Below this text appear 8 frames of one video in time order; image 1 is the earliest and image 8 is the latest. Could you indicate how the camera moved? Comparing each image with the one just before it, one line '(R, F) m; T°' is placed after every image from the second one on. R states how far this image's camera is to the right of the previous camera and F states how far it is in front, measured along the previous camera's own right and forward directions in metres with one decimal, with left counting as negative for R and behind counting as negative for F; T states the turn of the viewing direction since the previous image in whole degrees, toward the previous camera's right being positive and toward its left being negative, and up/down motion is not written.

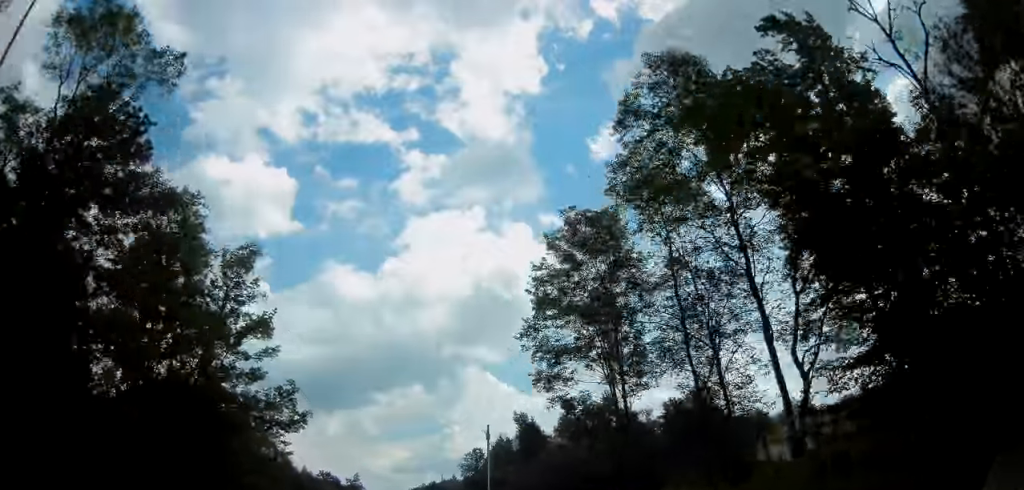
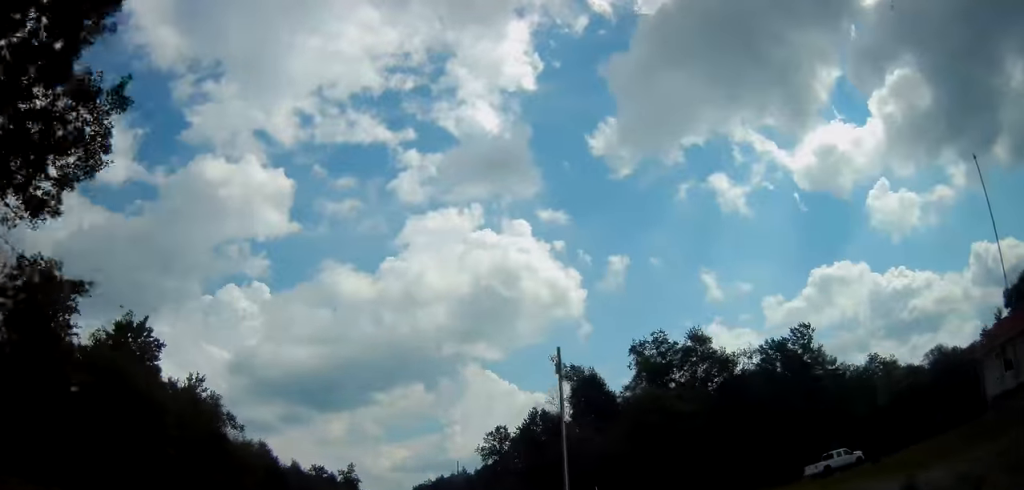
(0.0, +27.7) m; 0°
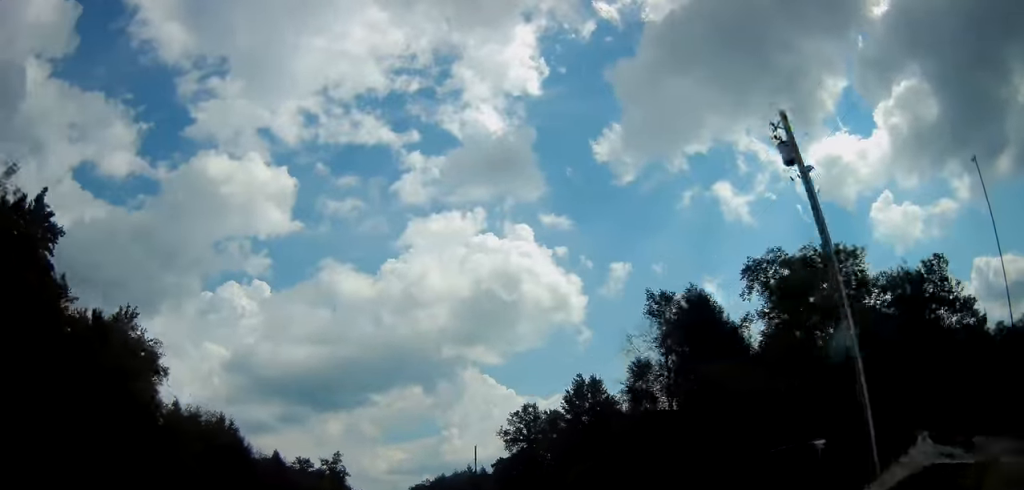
(0.0, +24.4) m; 0°
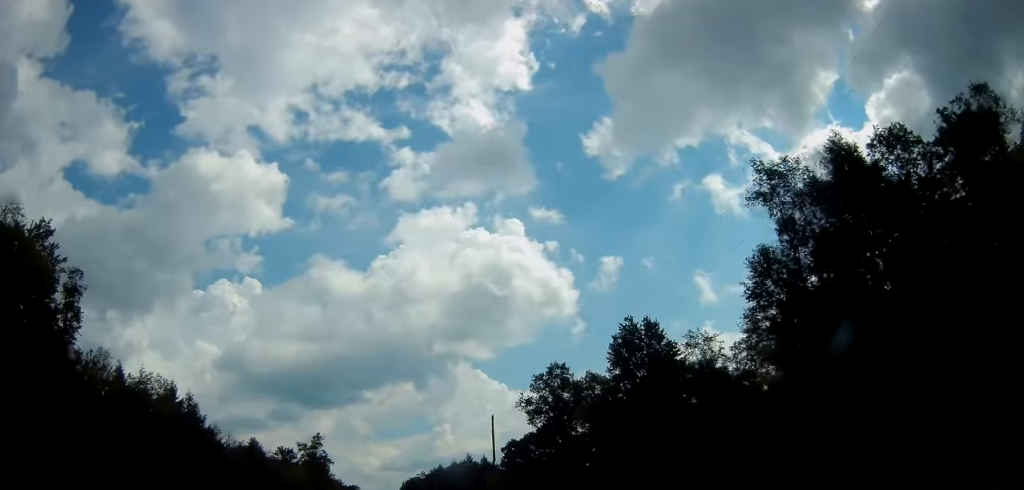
(0.0, +17.9) m; 0°
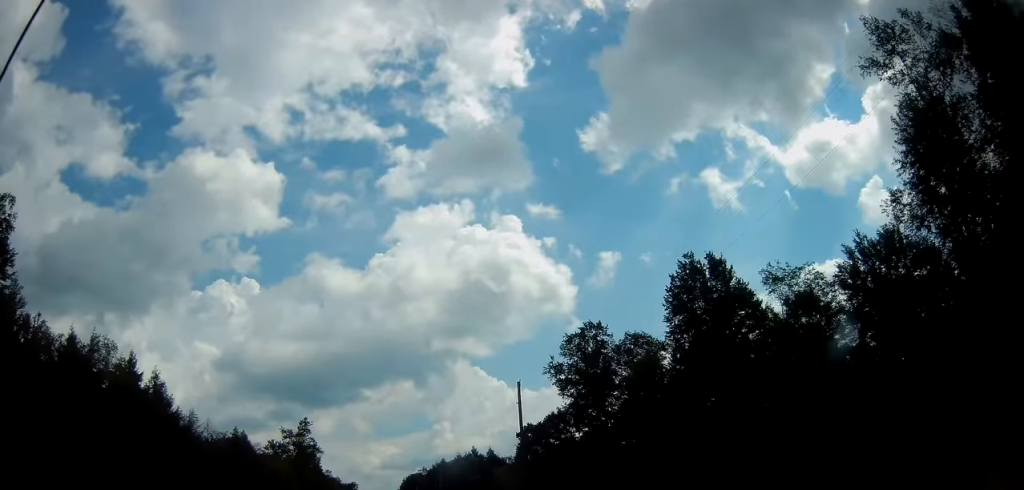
(0.0, +12.2) m; 0°
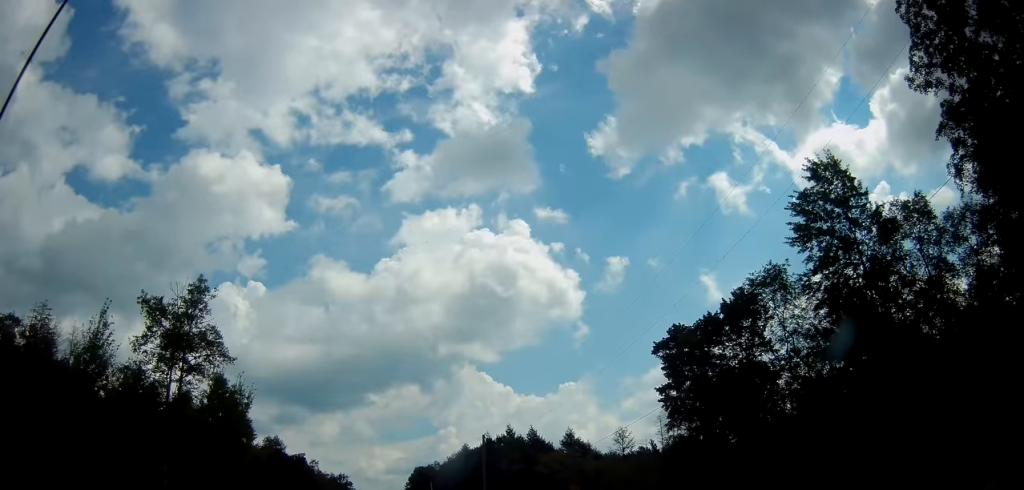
(+0.1, +45.2) m; +1°
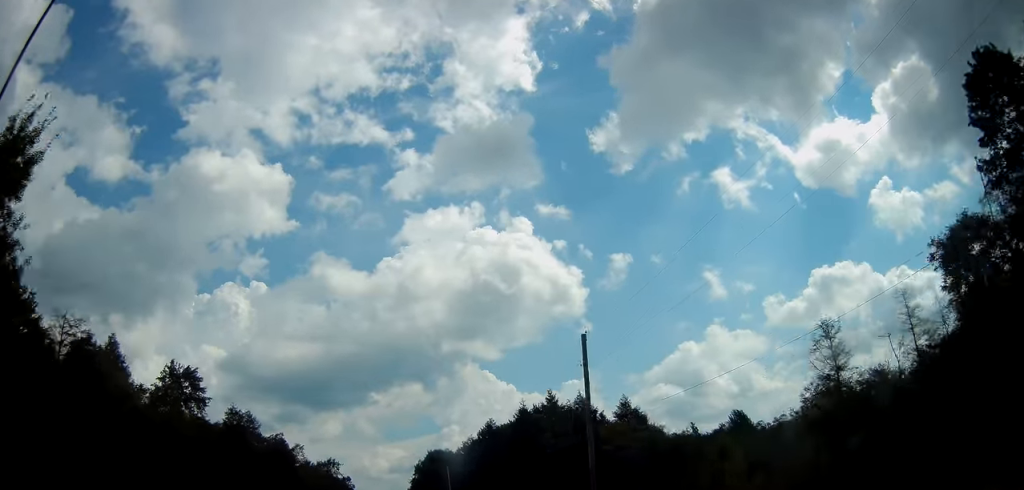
(+0.2, +30.4) m; -1°
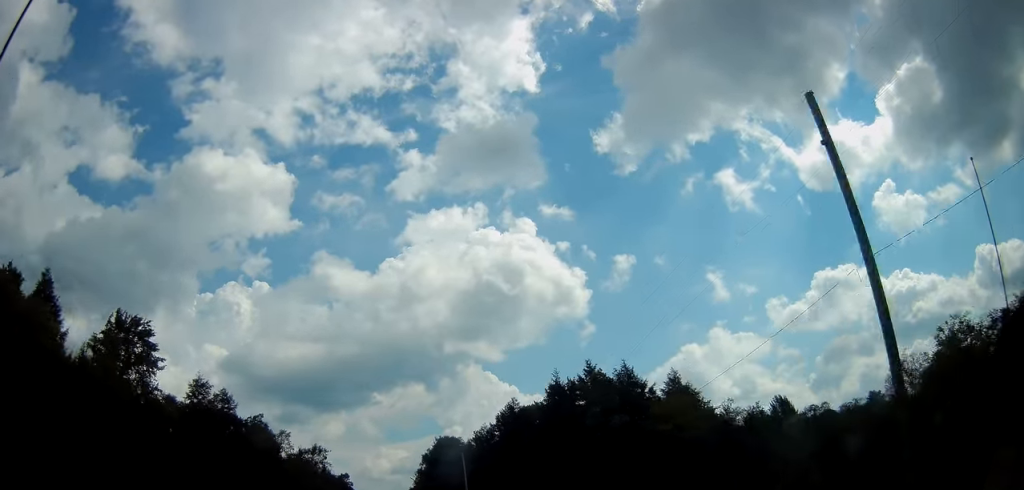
(-0.5, +18.1) m; 0°
